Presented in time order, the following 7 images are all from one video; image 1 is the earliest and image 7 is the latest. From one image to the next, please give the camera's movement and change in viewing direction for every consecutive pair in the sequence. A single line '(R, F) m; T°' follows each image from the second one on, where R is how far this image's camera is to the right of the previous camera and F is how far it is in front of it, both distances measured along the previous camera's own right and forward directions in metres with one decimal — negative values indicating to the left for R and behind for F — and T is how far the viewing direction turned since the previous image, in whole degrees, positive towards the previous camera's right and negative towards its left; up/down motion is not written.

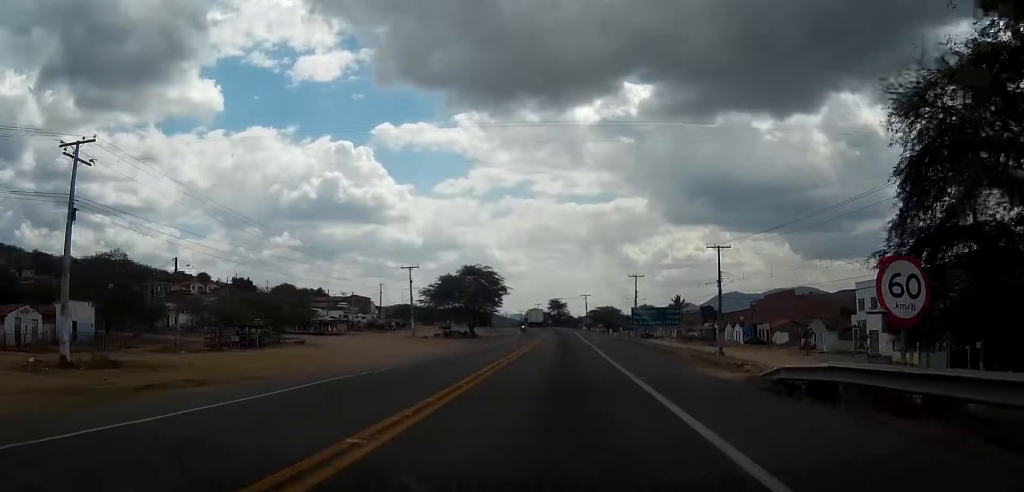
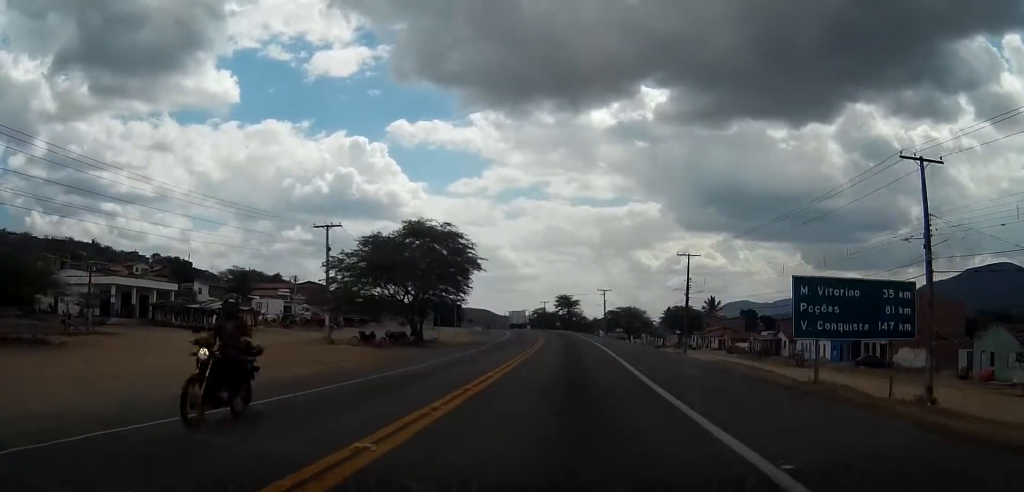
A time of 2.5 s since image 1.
(-0.4, +39.1) m; -1°
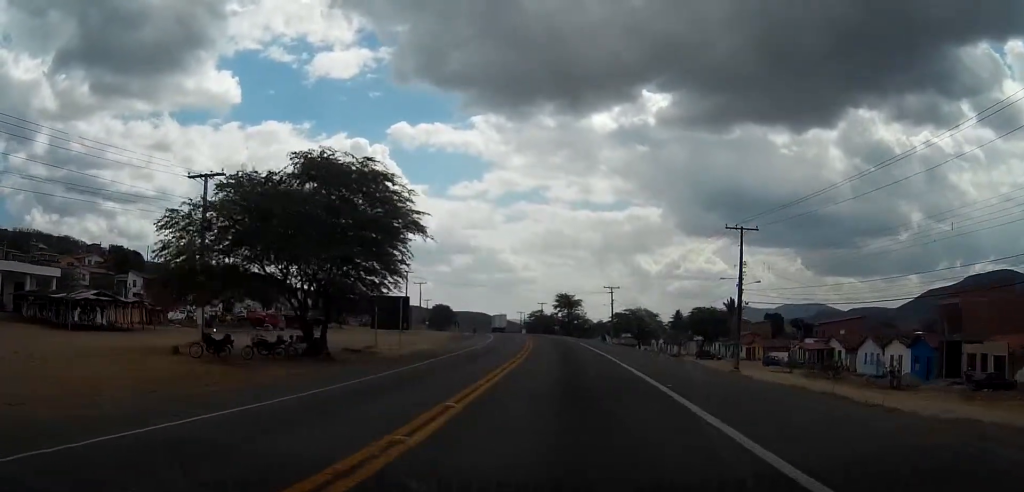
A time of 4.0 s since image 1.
(-0.2, +22.0) m; 0°
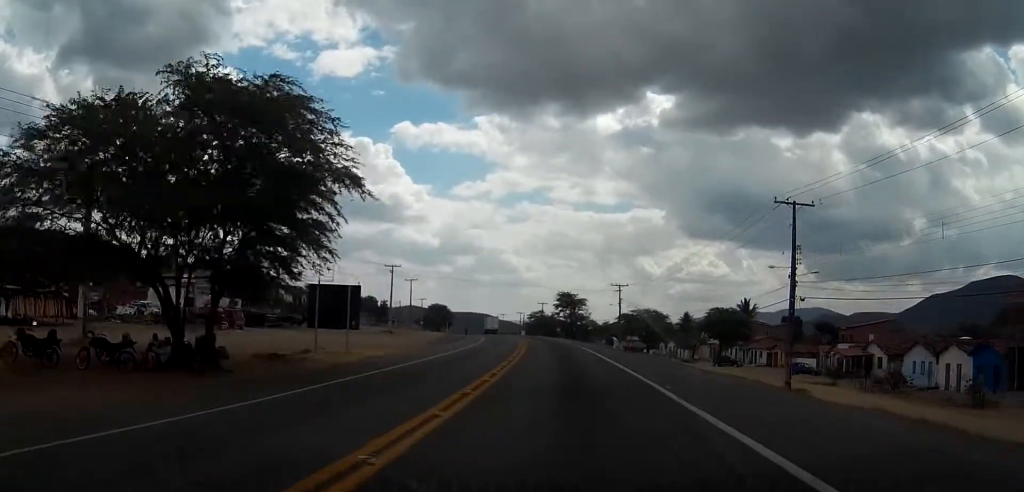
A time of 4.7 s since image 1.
(+0.1, +11.3) m; 0°
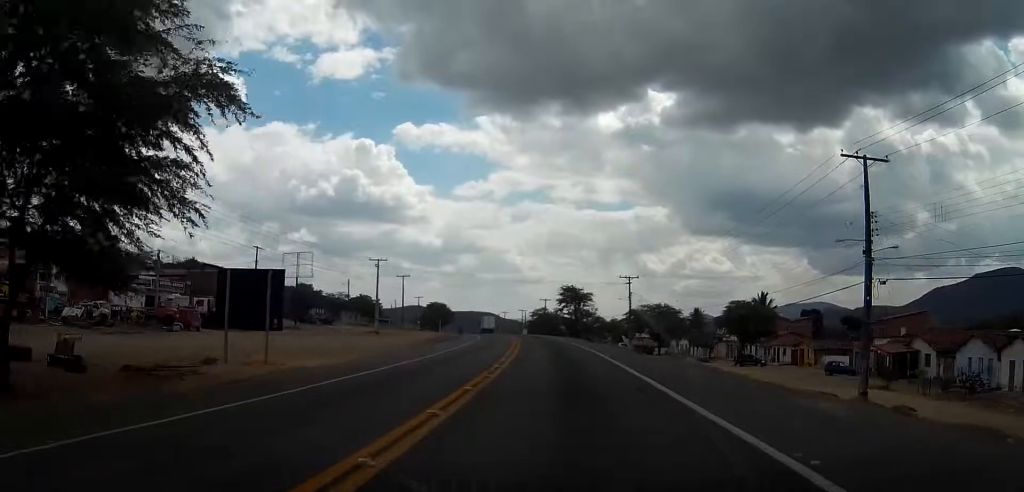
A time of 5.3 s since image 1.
(0.0, +9.8) m; 0°
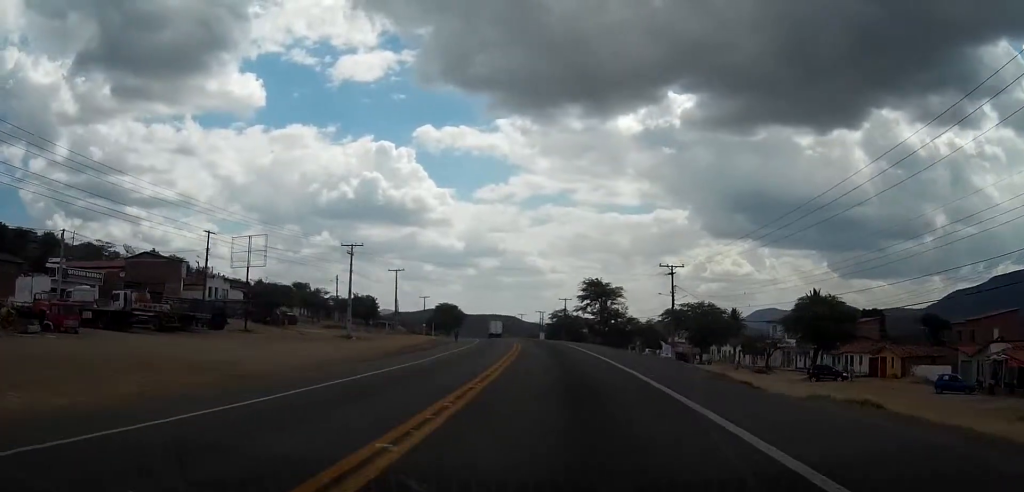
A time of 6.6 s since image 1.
(-0.2, +20.3) m; -2°
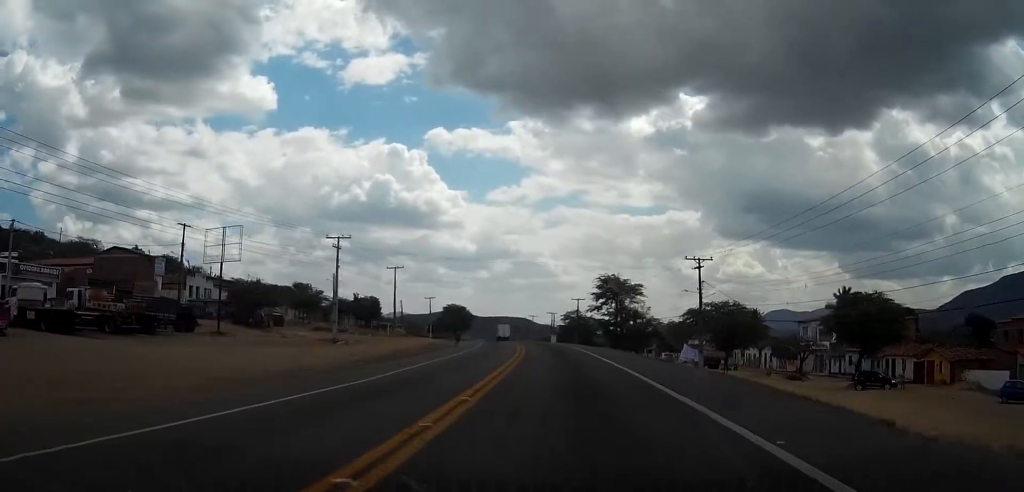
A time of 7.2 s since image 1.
(-0.1, +8.3) m; -1°
